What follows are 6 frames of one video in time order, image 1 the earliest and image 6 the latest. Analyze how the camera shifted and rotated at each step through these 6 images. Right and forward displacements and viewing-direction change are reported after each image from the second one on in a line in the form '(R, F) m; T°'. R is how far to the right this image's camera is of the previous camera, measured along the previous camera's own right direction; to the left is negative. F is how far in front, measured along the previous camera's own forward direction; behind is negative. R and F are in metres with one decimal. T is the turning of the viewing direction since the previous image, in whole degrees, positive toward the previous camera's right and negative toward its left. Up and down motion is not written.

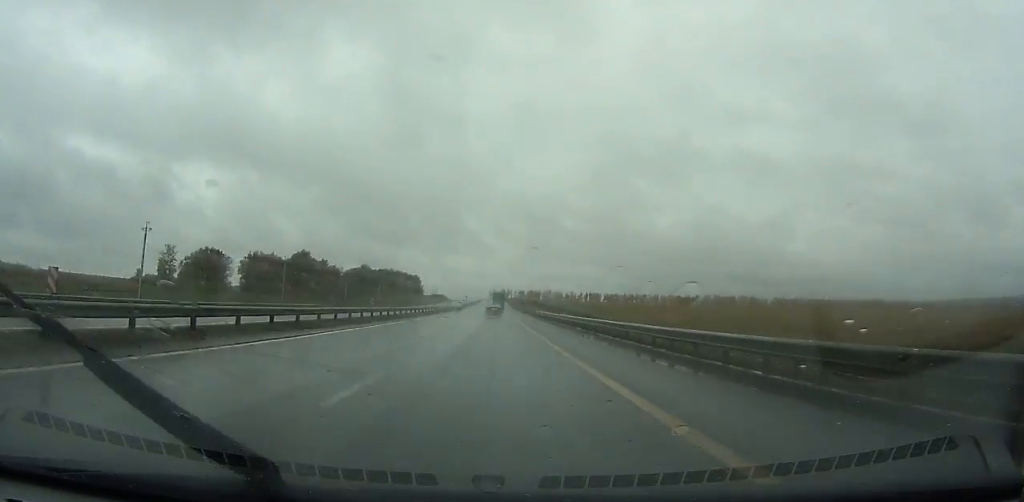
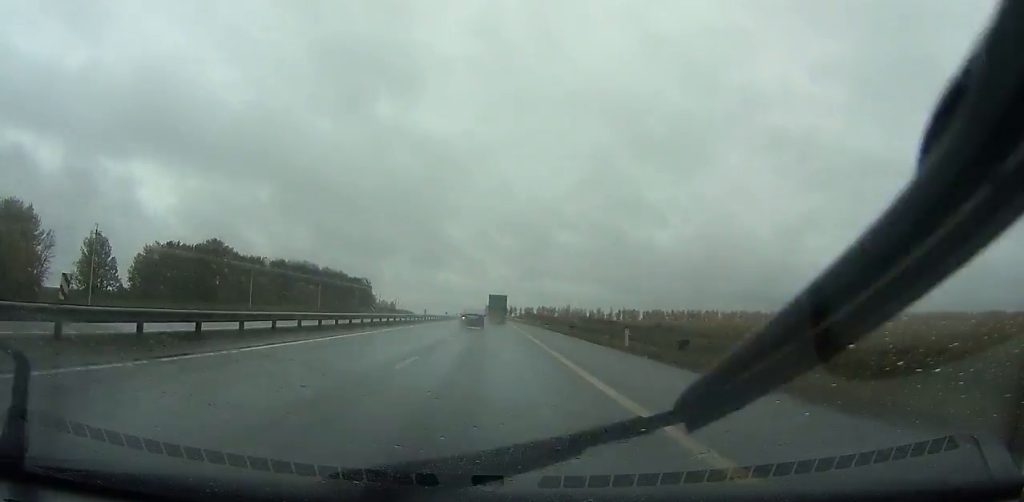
(+0.1, +211.4) m; 0°
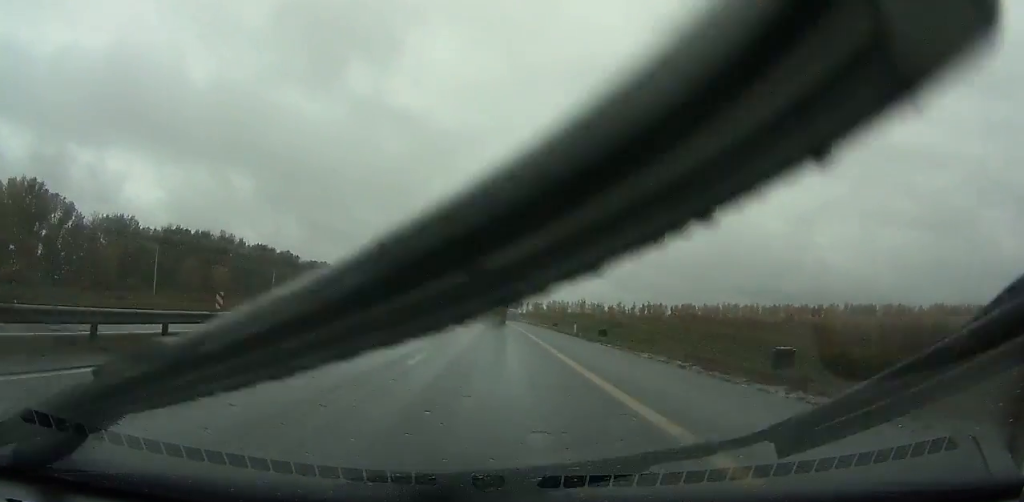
(+0.1, +82.2) m; 0°
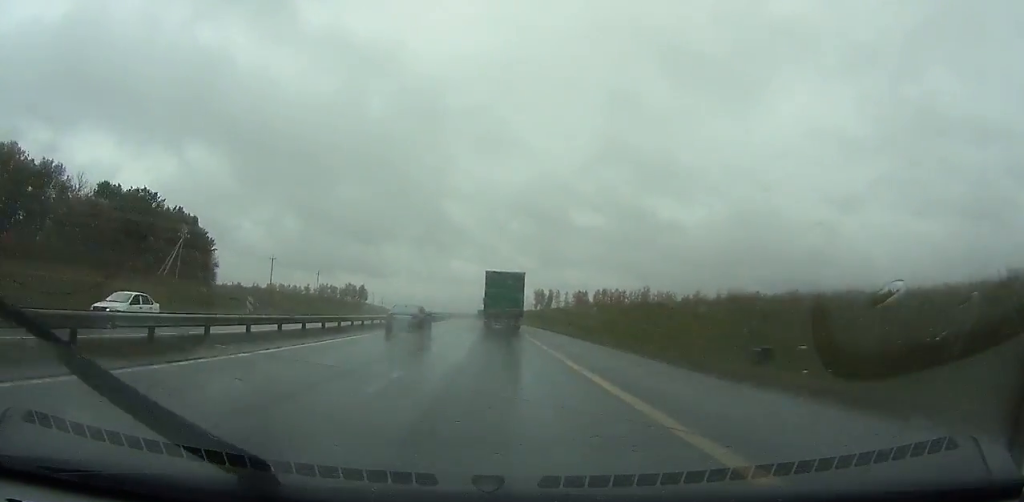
(-2.6, +147.4) m; -3°
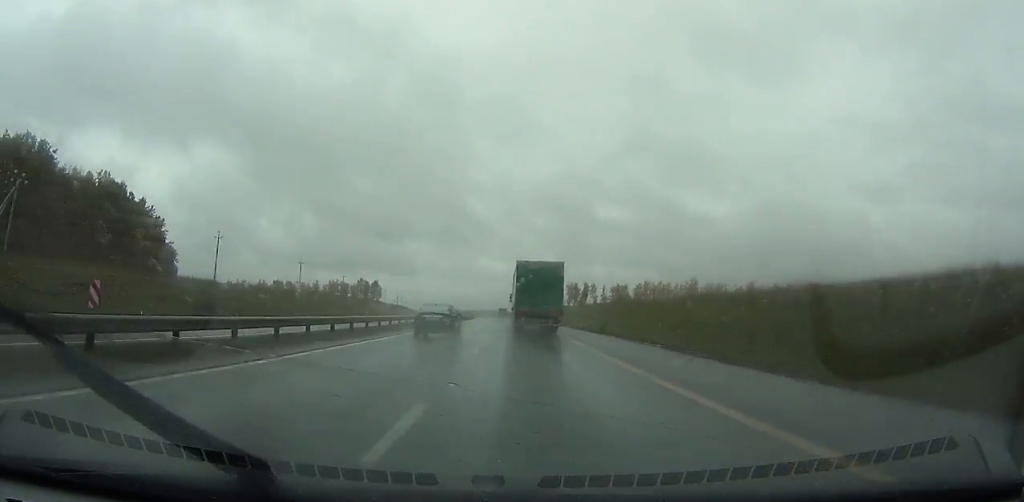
(-0.8, +39.9) m; -1°
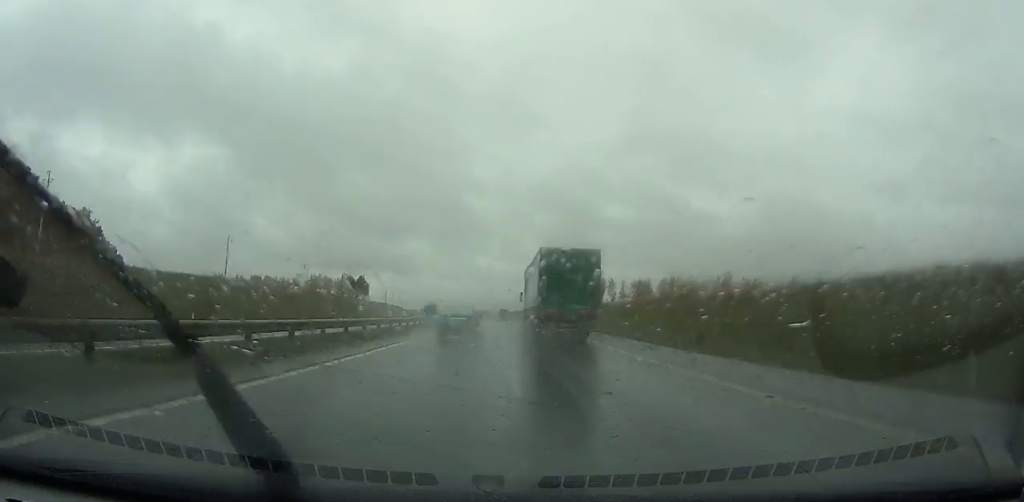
(-0.8, +45.7) m; -1°
